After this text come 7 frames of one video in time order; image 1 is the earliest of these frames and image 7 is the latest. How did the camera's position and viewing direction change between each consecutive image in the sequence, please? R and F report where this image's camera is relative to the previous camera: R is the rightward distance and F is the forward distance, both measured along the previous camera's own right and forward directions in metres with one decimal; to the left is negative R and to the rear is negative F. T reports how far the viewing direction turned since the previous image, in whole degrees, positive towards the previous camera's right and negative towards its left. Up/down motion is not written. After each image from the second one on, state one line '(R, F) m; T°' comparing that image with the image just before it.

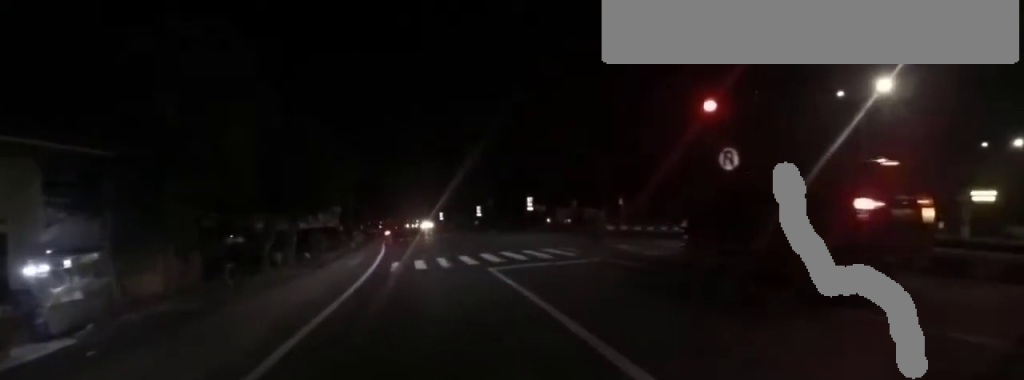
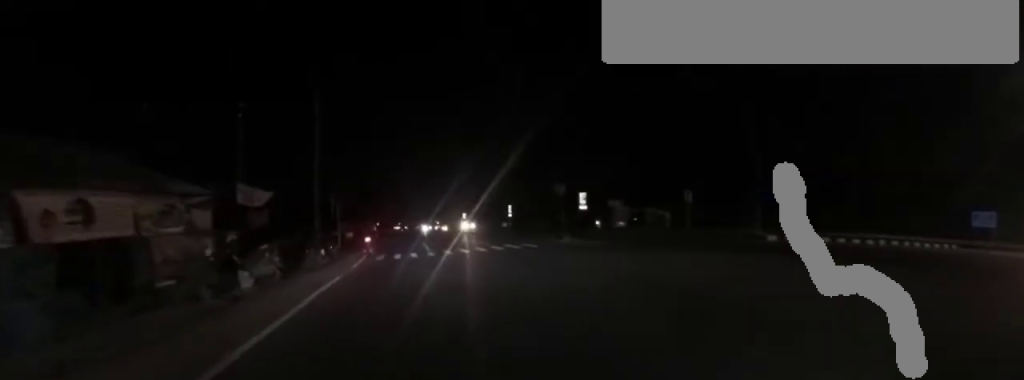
(+1.3, +19.0) m; -1°
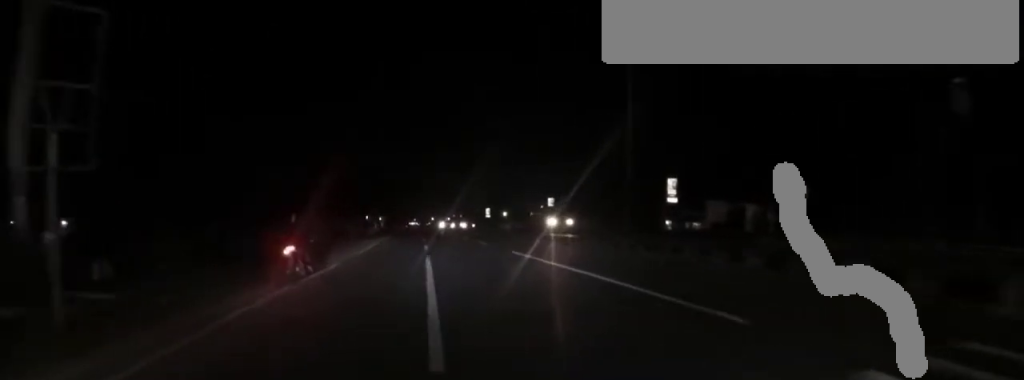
(-2.7, +20.0) m; -4°
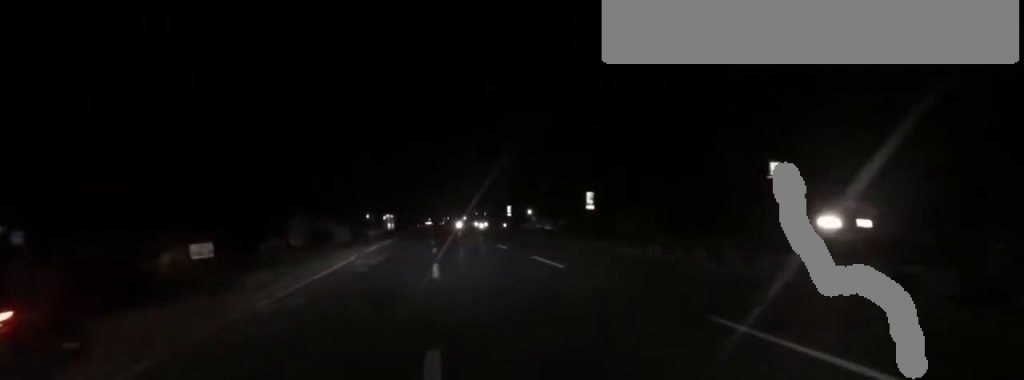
(+0.7, +11.8) m; +1°
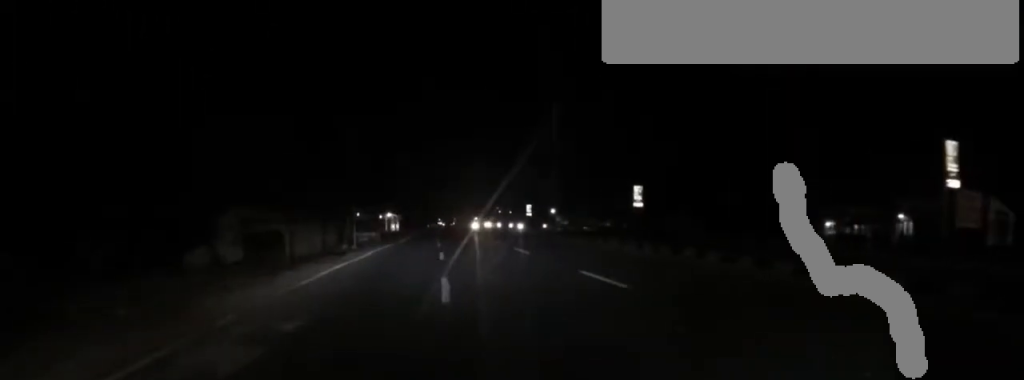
(-0.3, +11.7) m; 0°
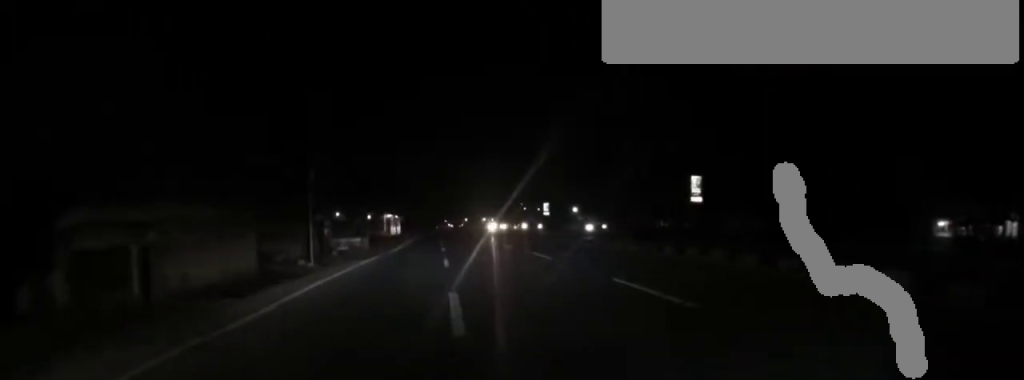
(-0.1, +10.2) m; 0°
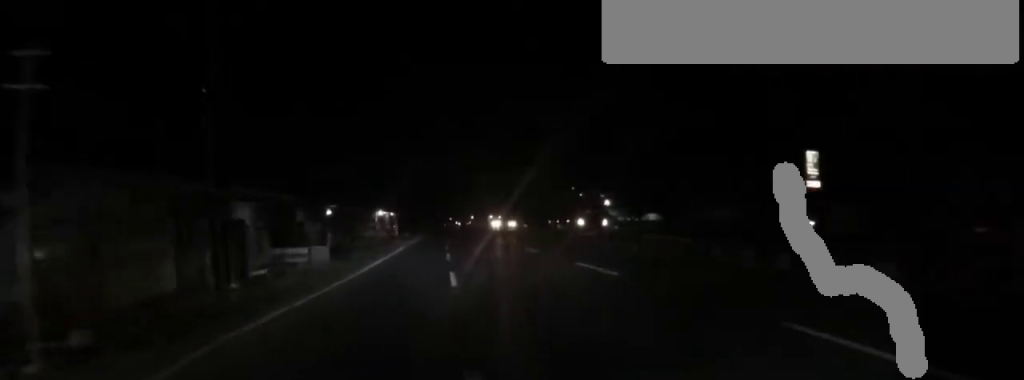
(+0.3, +12.6) m; -1°
